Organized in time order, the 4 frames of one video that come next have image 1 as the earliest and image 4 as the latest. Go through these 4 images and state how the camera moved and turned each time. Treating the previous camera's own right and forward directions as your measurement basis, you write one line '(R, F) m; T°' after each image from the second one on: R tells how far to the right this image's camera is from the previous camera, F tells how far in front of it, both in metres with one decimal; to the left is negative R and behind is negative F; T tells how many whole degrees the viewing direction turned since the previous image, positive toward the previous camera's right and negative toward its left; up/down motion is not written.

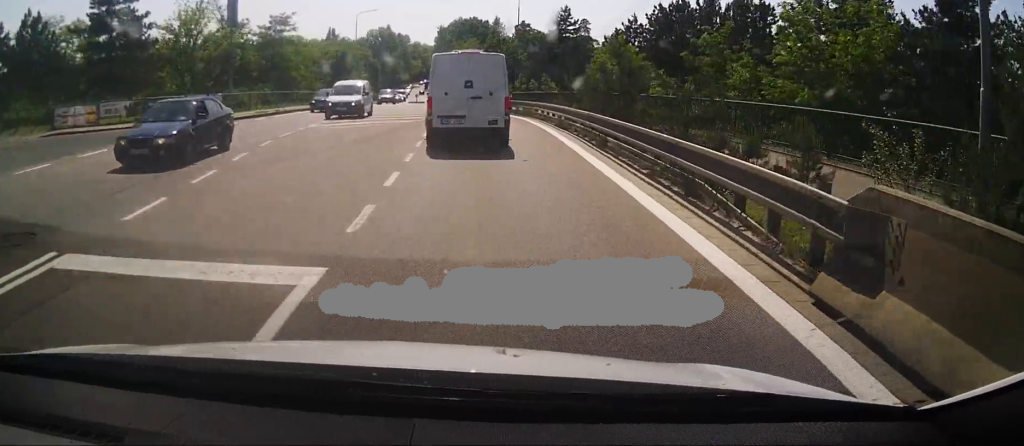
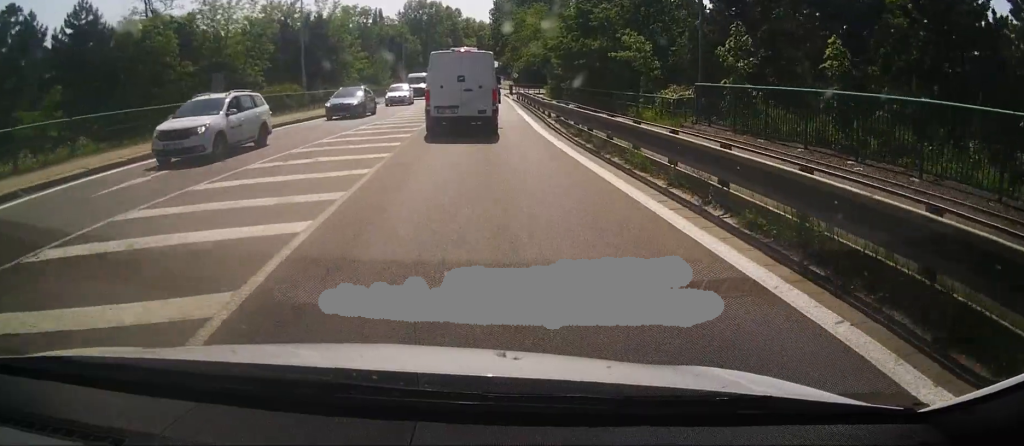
(+0.2, +44.9) m; -3°
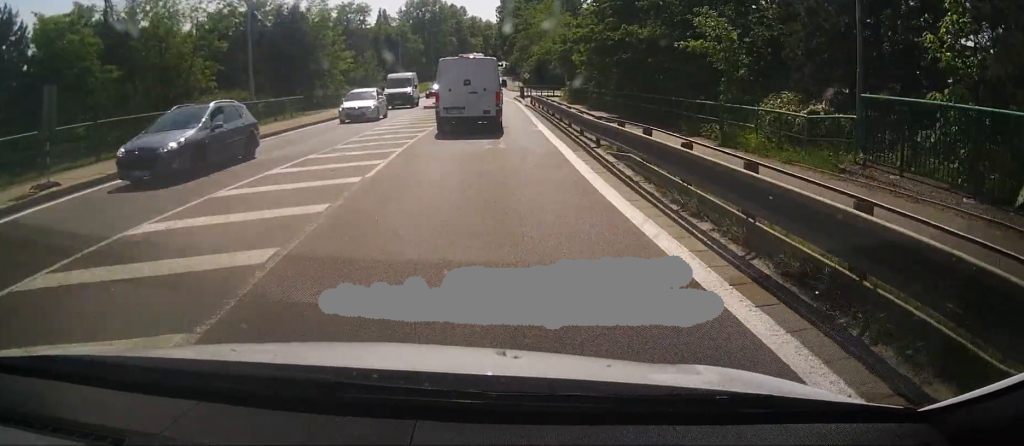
(-0.4, +10.0) m; -2°
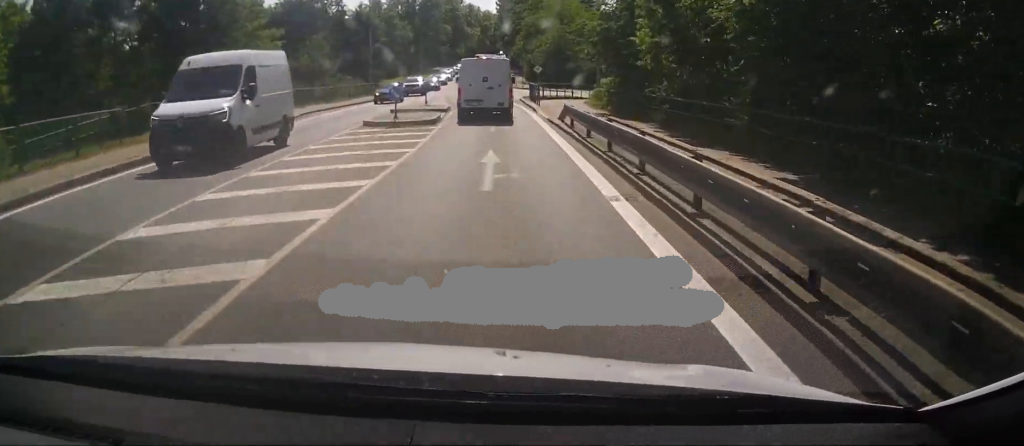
(-0.2, +18.4) m; -1°
